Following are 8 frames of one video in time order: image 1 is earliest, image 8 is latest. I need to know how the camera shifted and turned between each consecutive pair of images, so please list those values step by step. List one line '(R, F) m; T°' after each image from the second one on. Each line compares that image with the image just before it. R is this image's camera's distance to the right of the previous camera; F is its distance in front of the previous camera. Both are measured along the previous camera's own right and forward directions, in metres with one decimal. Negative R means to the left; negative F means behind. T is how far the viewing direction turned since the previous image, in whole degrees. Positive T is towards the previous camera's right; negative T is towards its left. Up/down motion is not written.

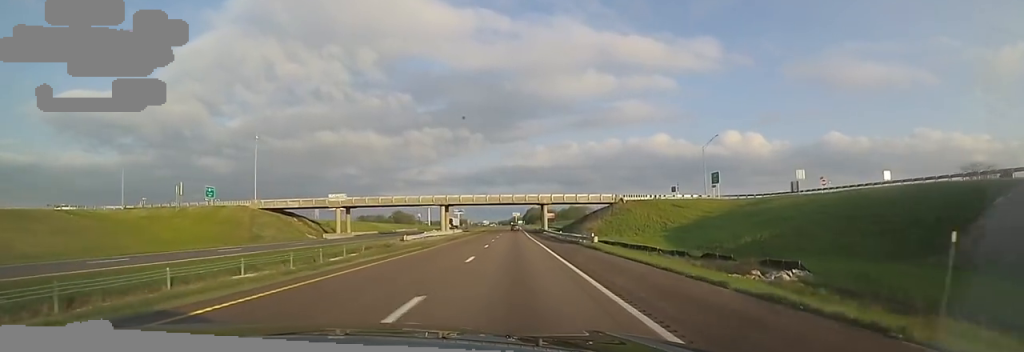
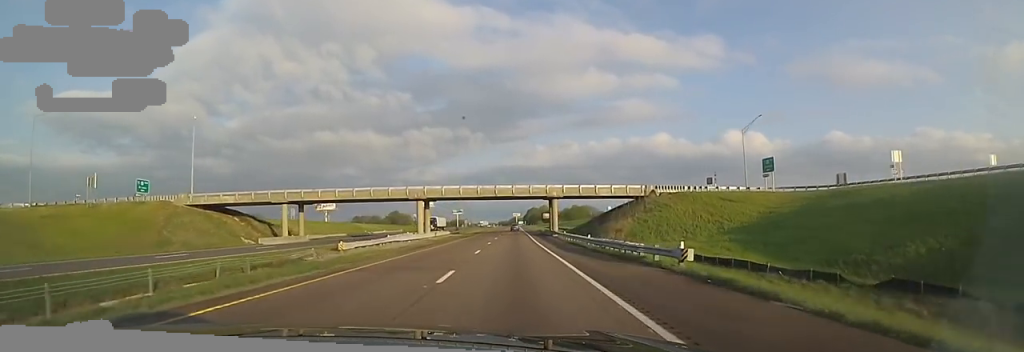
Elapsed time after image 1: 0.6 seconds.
(+0.1, +18.8) m; 0°
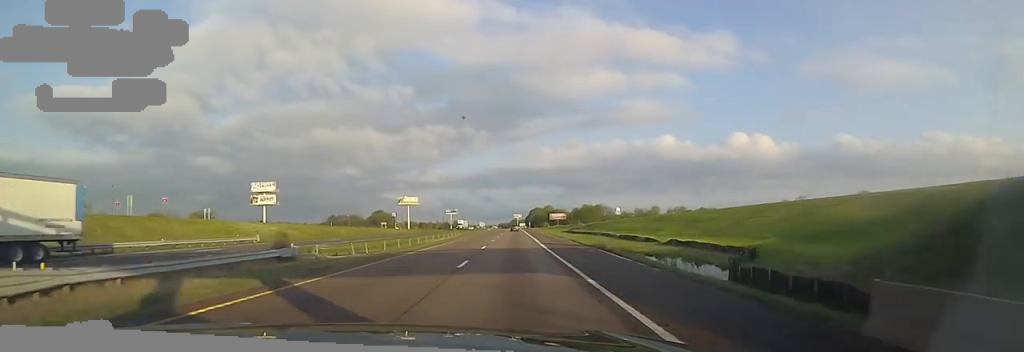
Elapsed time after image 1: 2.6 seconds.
(-1.0, +69.0) m; 0°
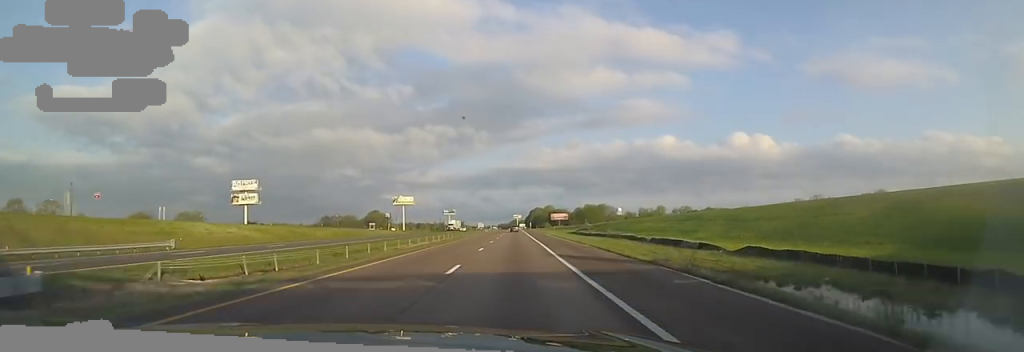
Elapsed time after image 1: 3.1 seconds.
(0.0, +14.9) m; +1°
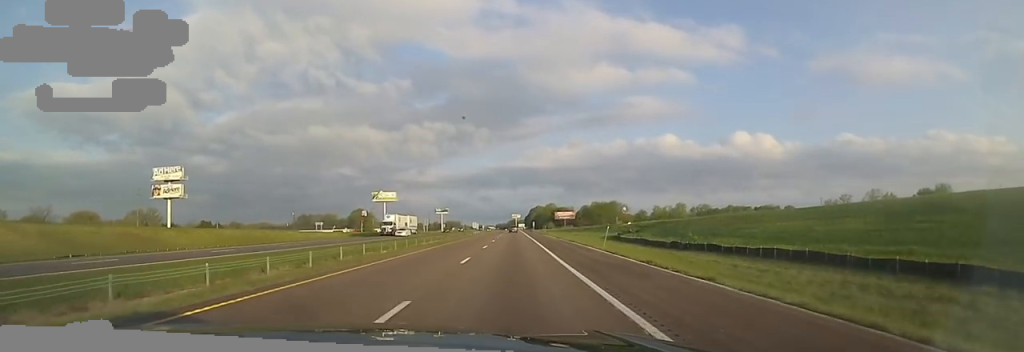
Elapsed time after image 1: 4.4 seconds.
(0.0, +47.4) m; -2°
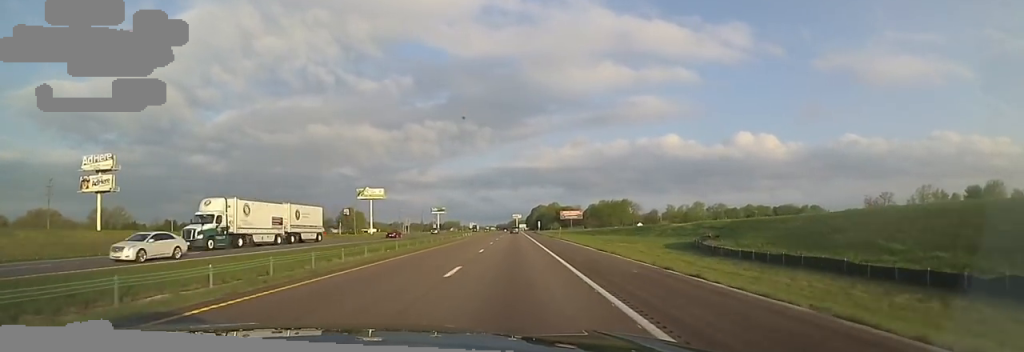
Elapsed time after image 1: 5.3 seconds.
(-1.0, +31.3) m; 0°
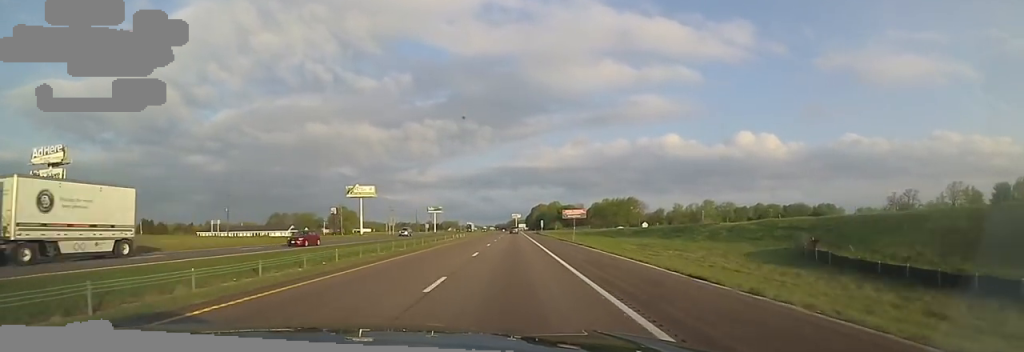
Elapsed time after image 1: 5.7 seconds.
(+0.4, +15.9) m; +1°
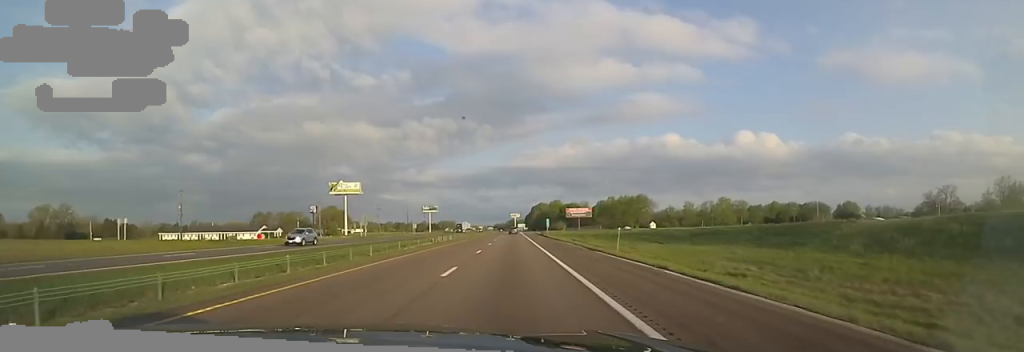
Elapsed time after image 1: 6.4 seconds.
(+0.3, +21.3) m; +1°
